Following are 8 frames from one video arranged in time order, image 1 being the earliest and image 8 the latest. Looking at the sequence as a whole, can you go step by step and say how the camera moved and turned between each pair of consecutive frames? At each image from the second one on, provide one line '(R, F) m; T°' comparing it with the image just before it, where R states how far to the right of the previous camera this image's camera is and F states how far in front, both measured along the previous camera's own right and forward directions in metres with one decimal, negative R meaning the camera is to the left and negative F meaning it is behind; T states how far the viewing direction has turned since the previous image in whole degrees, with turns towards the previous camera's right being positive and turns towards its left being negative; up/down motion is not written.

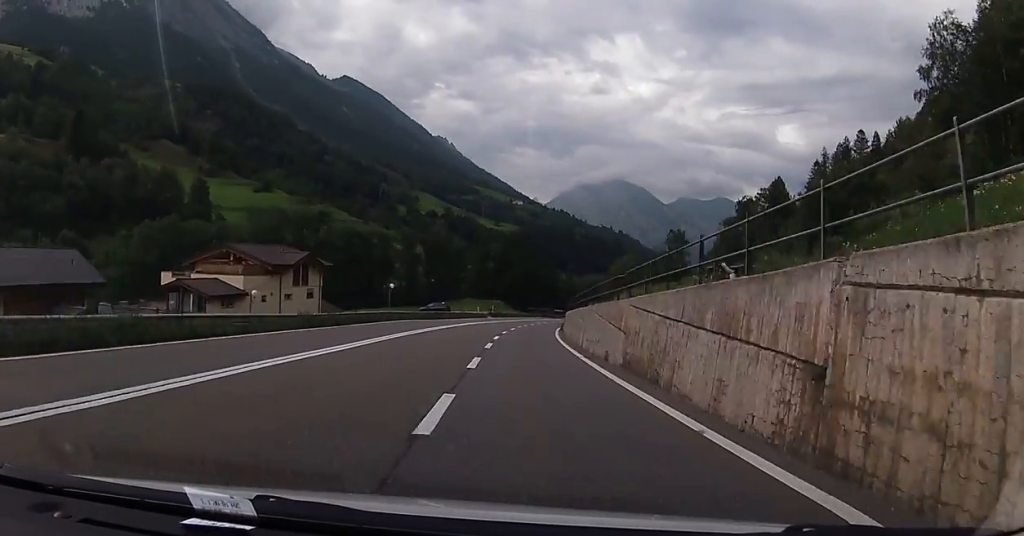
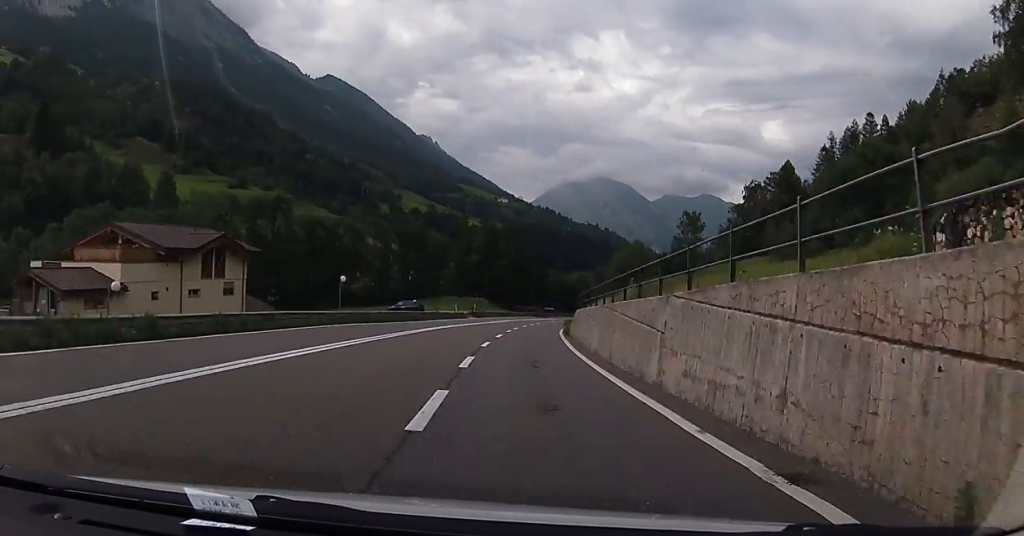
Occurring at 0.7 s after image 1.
(+0.1, +17.1) m; +1°
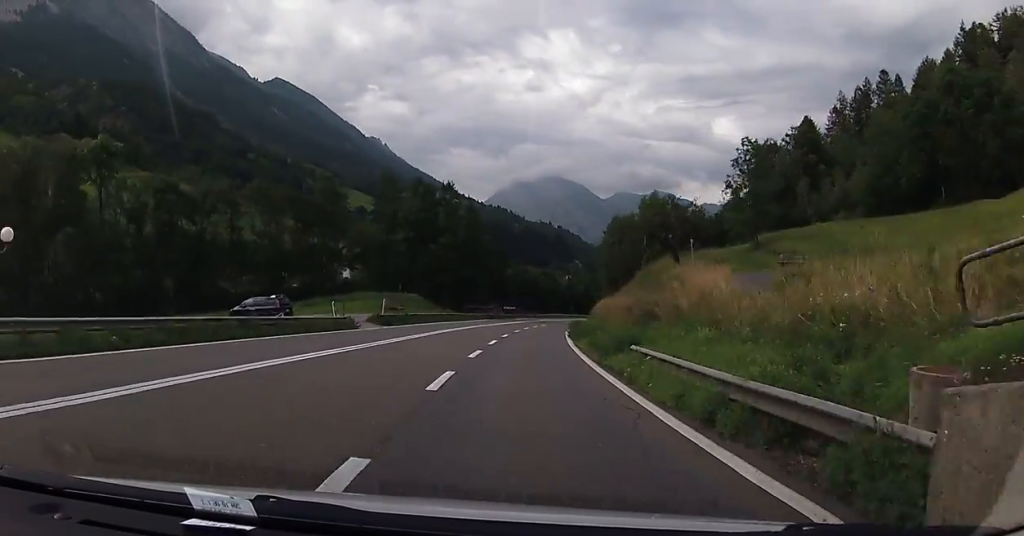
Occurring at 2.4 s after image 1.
(+1.5, +38.4) m; +4°
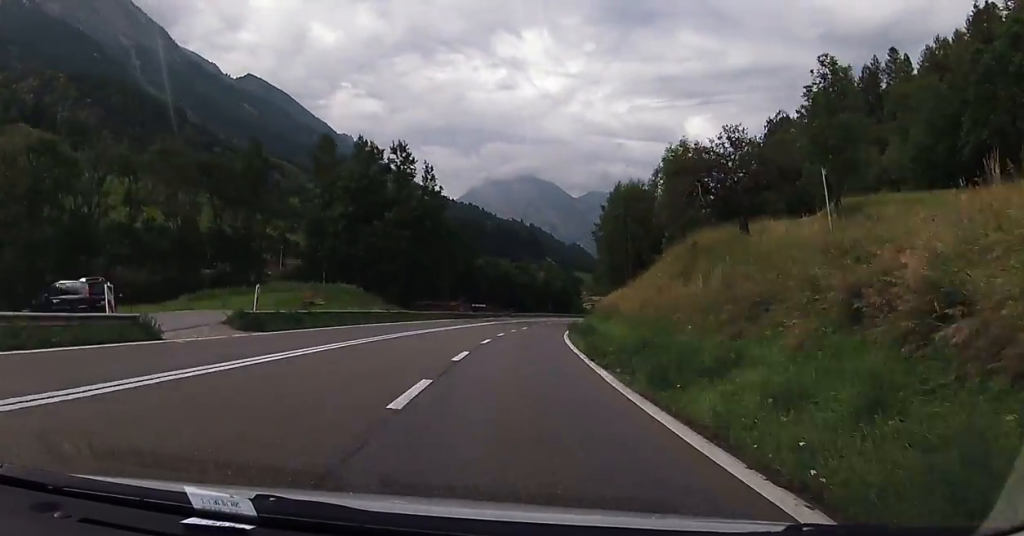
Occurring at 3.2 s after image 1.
(+0.1, +21.8) m; +2°
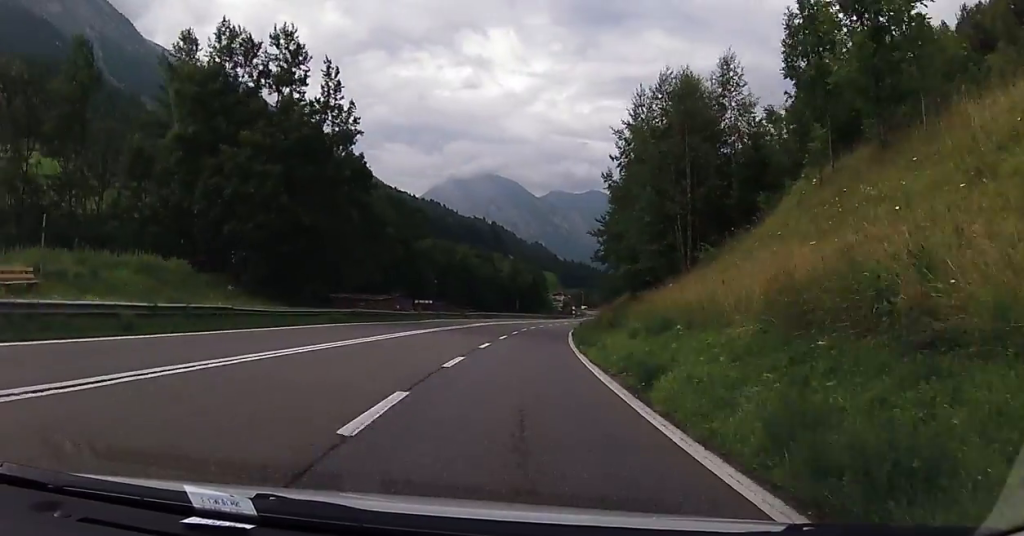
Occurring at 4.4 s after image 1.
(+1.3, +29.7) m; +3°
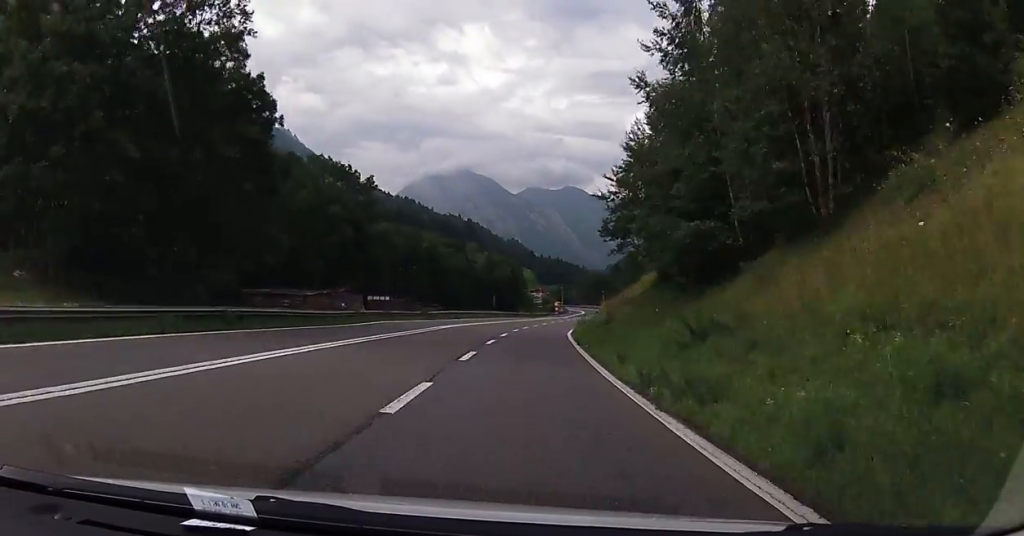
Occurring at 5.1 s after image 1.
(0.0, +16.6) m; +2°
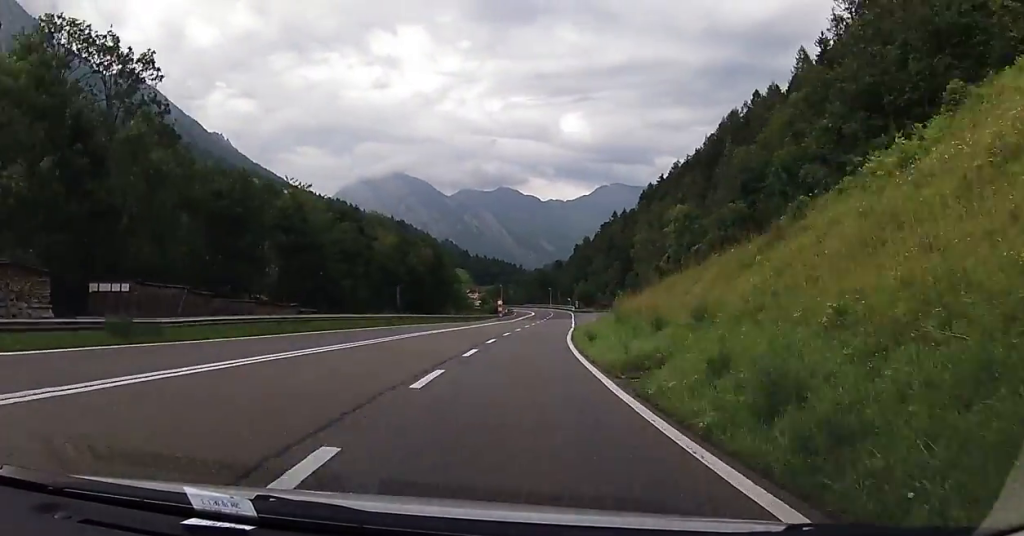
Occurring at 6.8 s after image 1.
(+2.5, +40.6) m; +7°
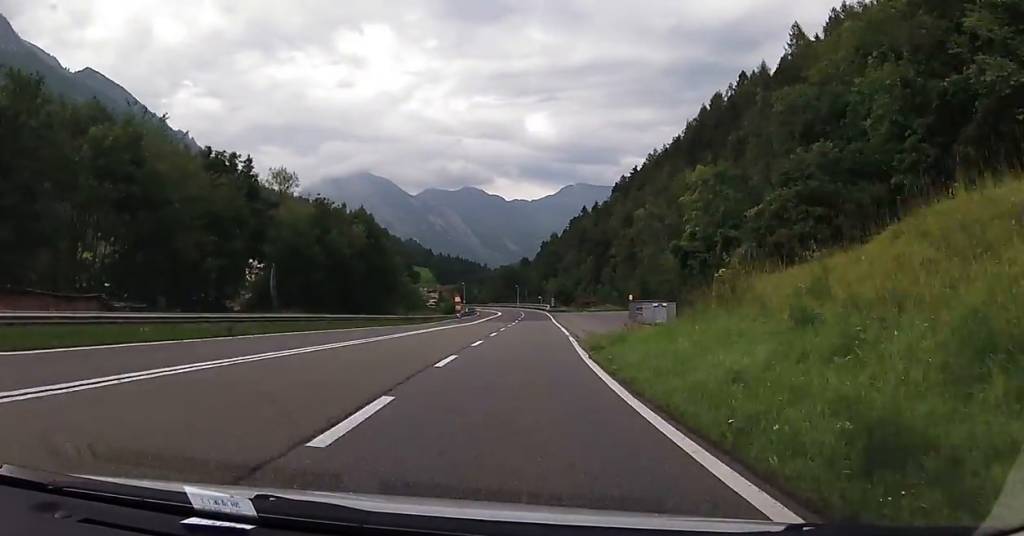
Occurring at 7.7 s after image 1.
(+0.7, +22.7) m; +2°
